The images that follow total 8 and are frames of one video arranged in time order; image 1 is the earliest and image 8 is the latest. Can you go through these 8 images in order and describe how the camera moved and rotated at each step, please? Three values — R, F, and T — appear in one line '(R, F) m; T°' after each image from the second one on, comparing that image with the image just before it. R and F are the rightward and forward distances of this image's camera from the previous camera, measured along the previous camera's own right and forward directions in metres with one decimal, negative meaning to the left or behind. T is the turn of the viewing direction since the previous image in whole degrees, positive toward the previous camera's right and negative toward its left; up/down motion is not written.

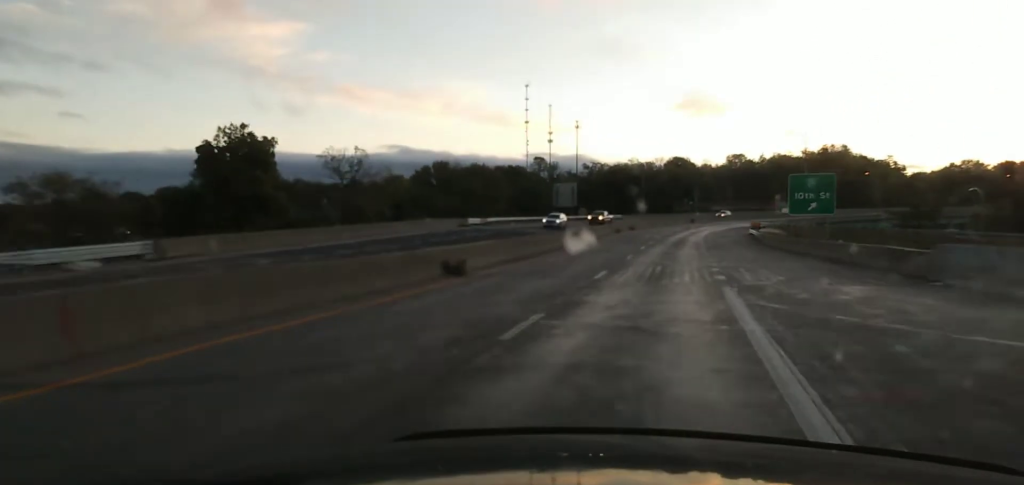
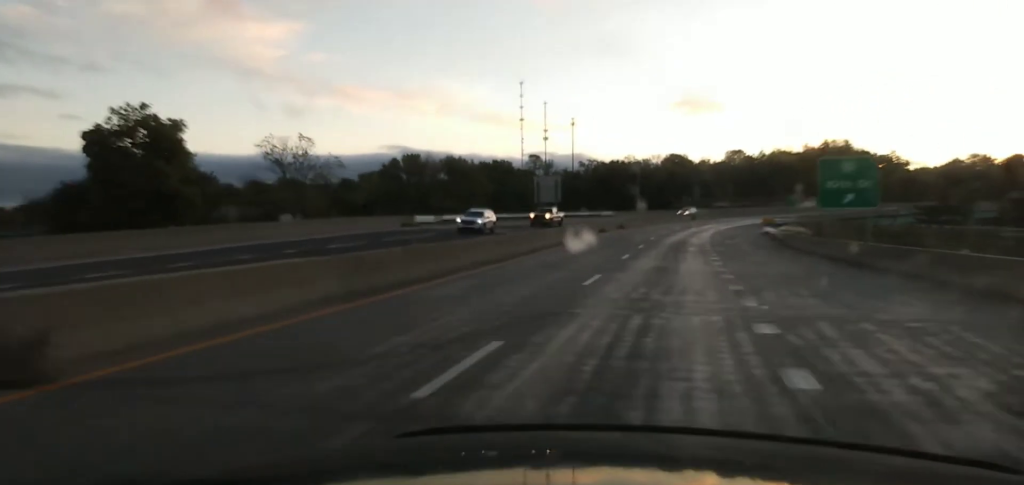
(+0.1, +16.6) m; 0°
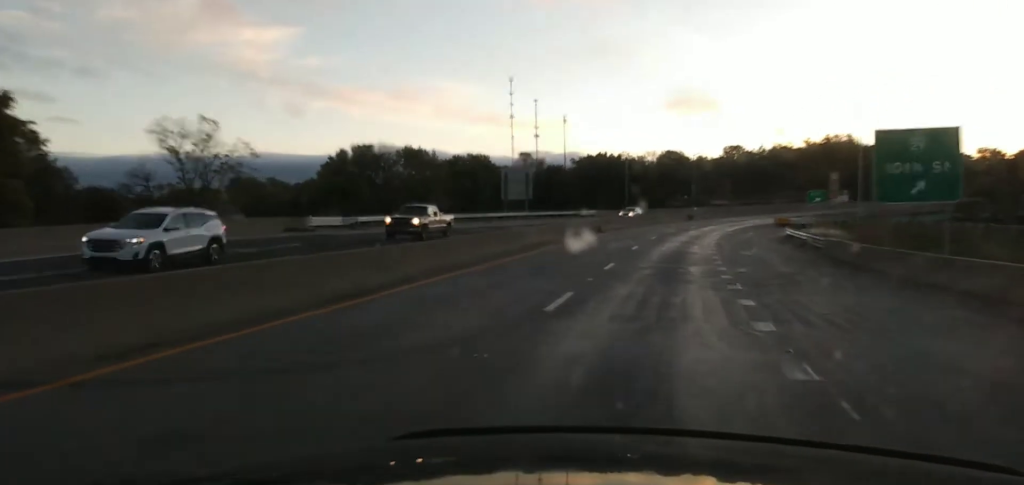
(-0.1, +17.1) m; 0°
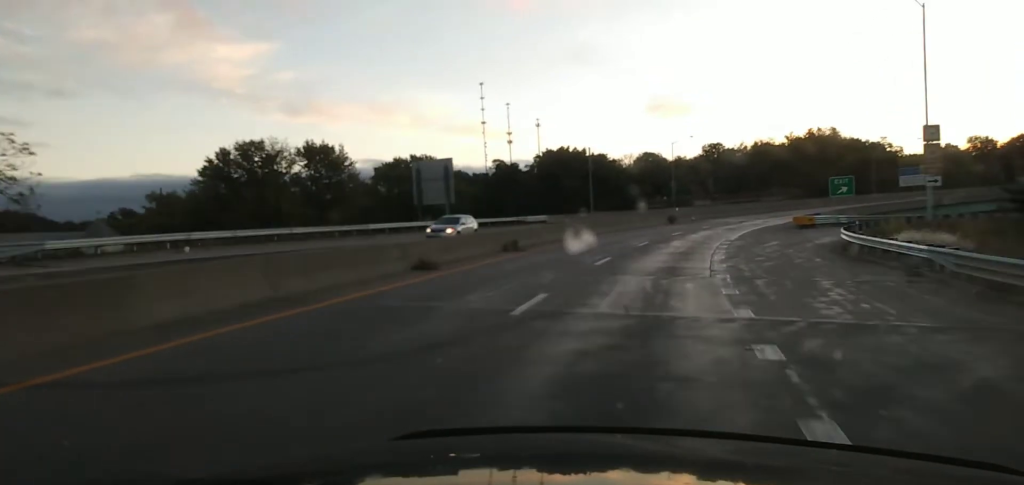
(0.0, +25.3) m; +1°
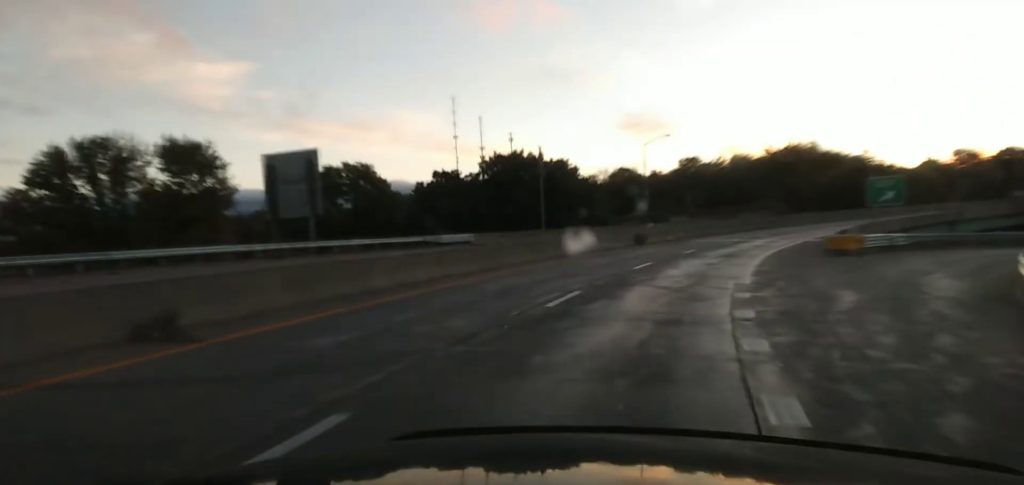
(+0.3, +21.0) m; +2°
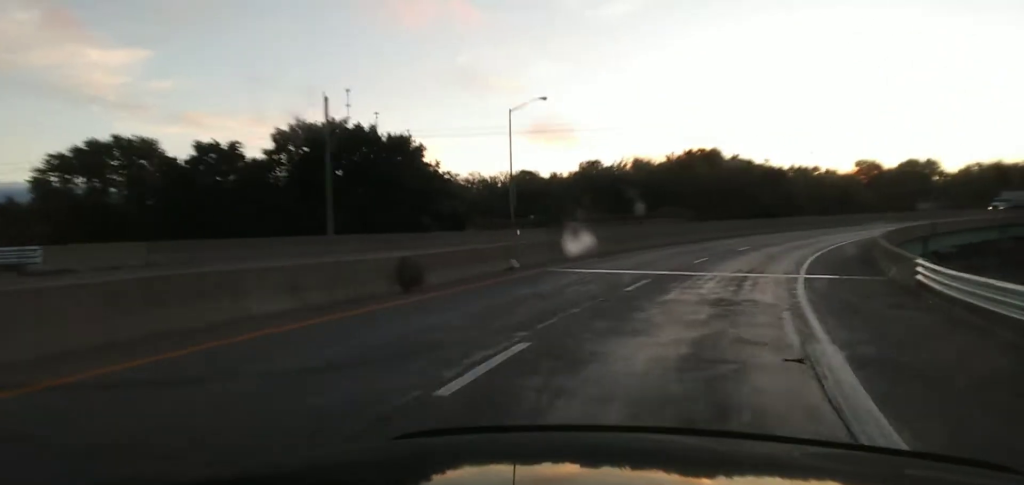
(+1.6, +31.3) m; +7°
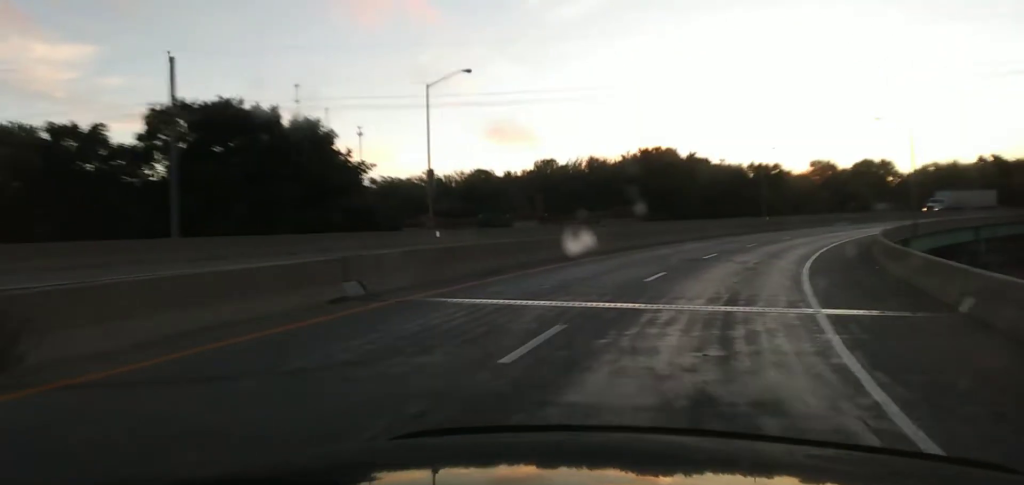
(0.0, +10.1) m; +3°
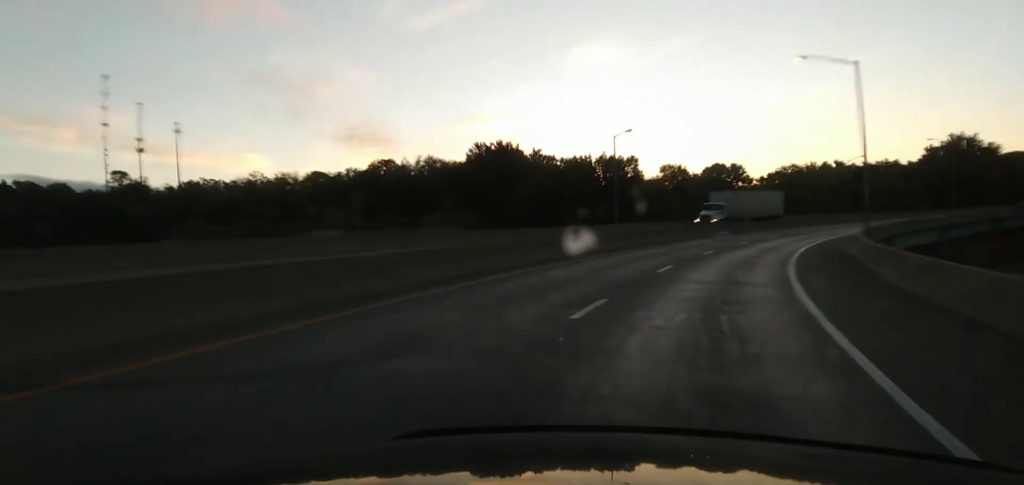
(+3.1, +32.6) m; +10°
